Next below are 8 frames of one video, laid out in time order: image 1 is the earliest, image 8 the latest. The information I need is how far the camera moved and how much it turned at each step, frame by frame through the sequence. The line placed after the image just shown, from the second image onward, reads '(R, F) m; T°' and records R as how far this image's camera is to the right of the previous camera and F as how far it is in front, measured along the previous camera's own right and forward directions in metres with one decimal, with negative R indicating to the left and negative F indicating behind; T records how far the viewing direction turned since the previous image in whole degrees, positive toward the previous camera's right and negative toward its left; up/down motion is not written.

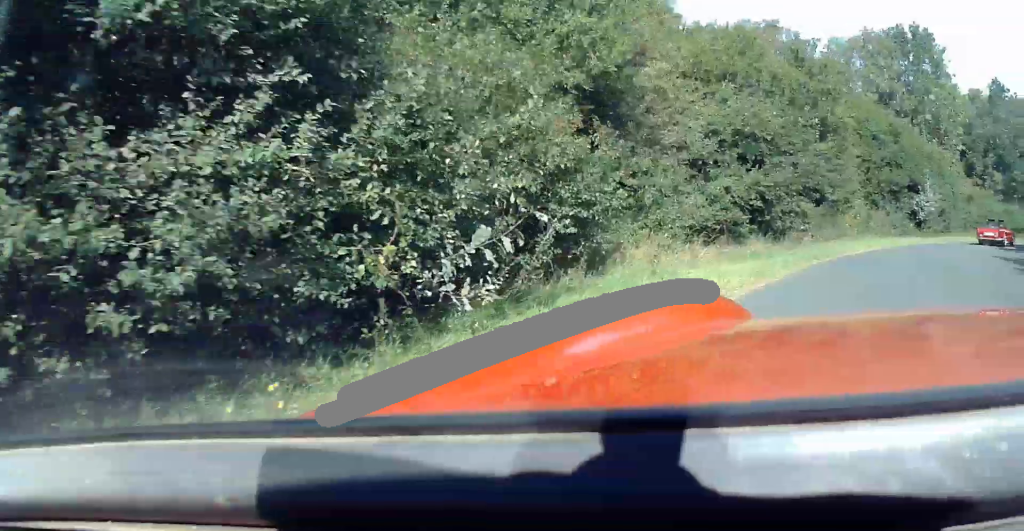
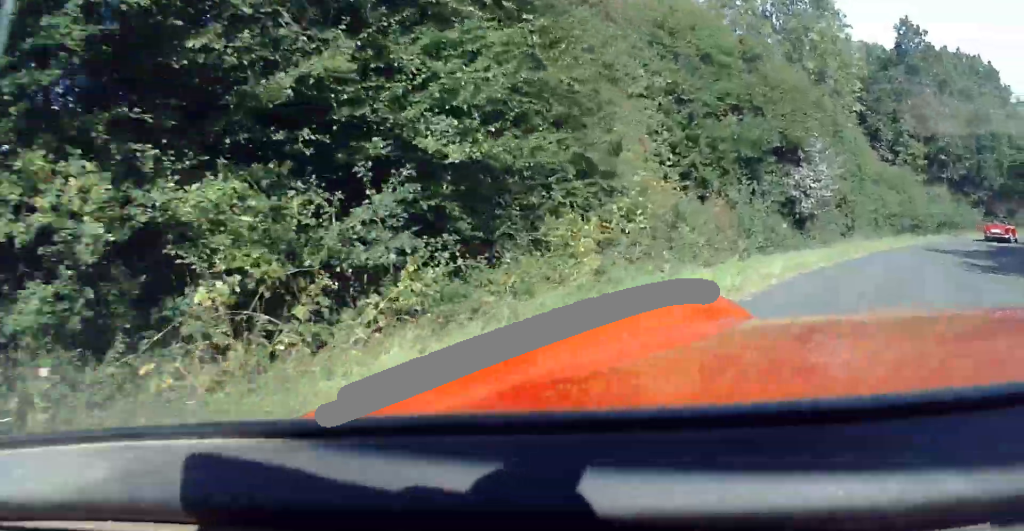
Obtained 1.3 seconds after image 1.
(+0.9, +15.4) m; +15°
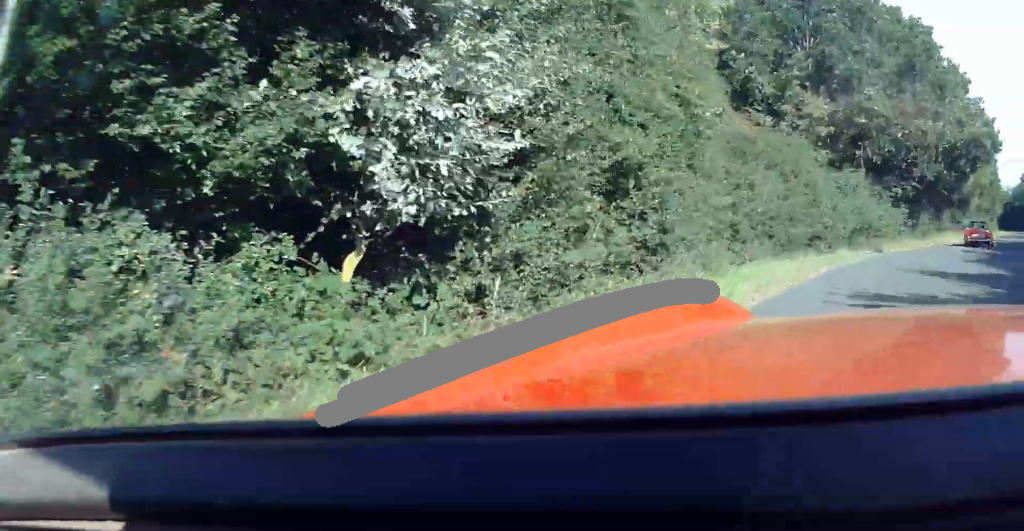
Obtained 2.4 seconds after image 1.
(+2.6, +12.2) m; +22°
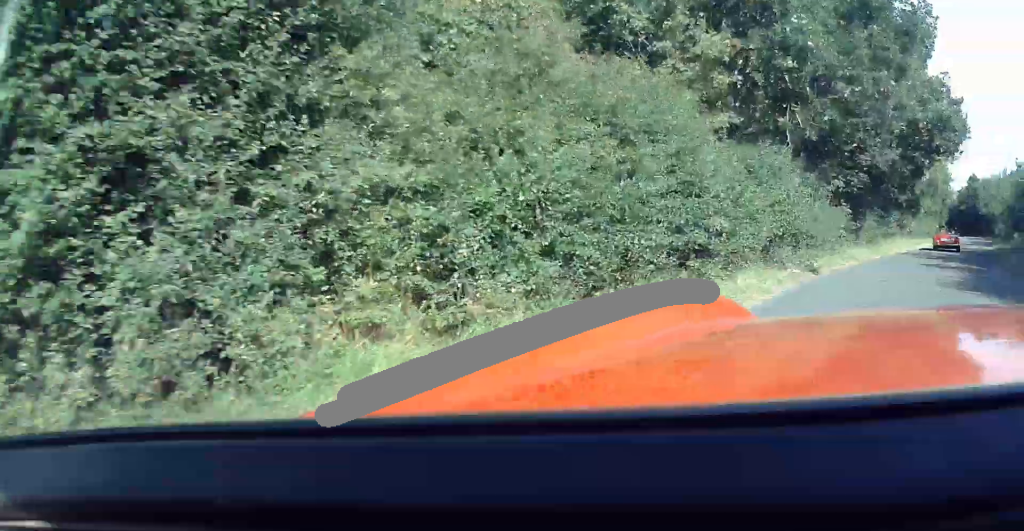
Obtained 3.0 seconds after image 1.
(+0.9, +7.1) m; +8°
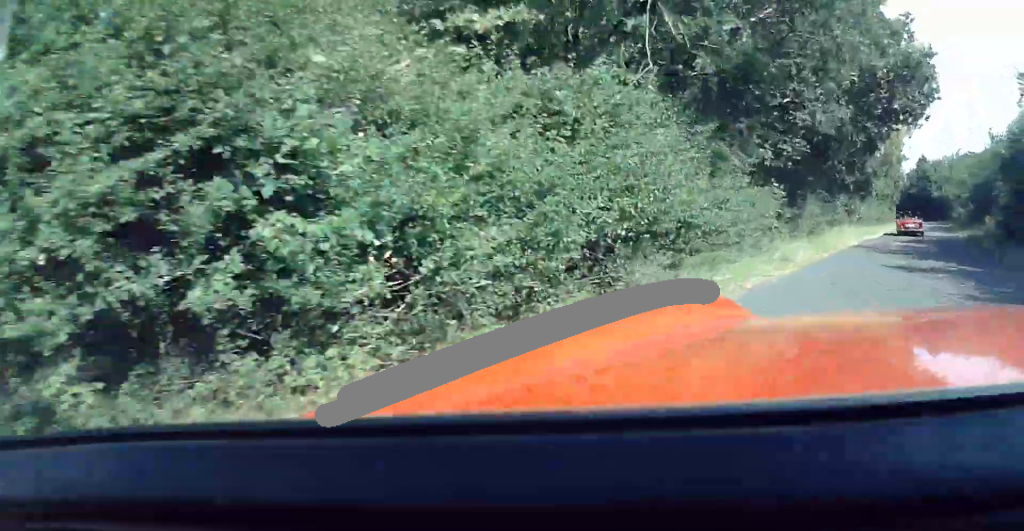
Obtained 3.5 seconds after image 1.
(0.0, +5.9) m; 0°
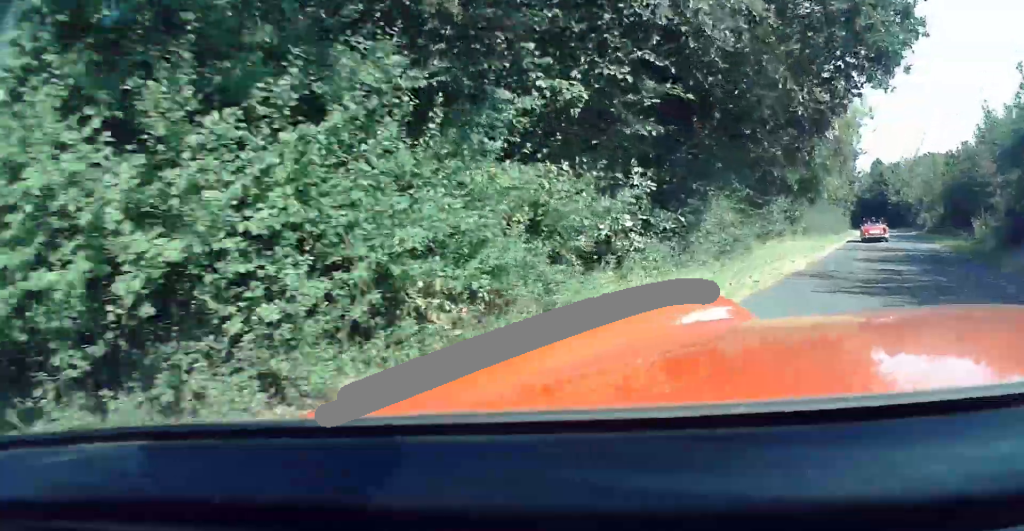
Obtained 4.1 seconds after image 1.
(0.0, +8.2) m; 0°
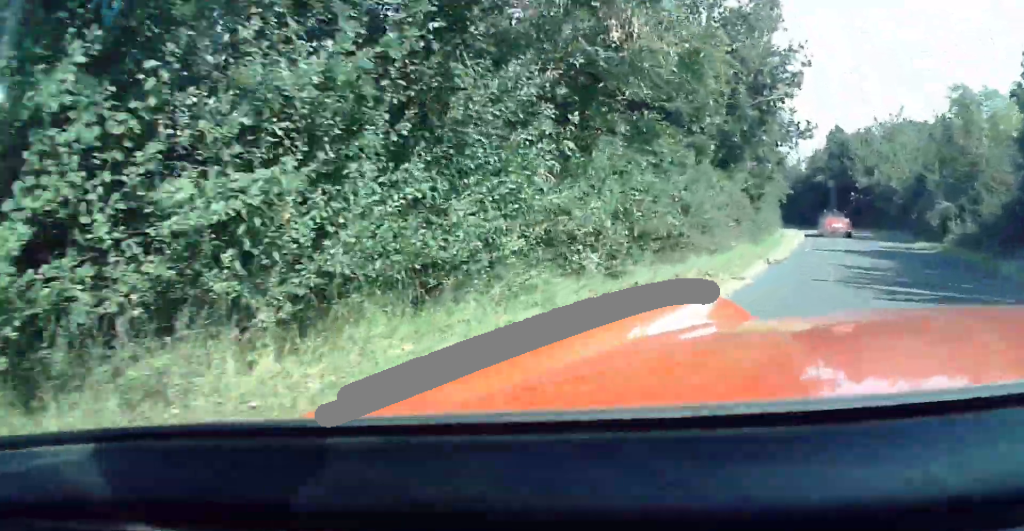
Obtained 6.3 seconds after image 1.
(0.0, +30.3) m; 0°
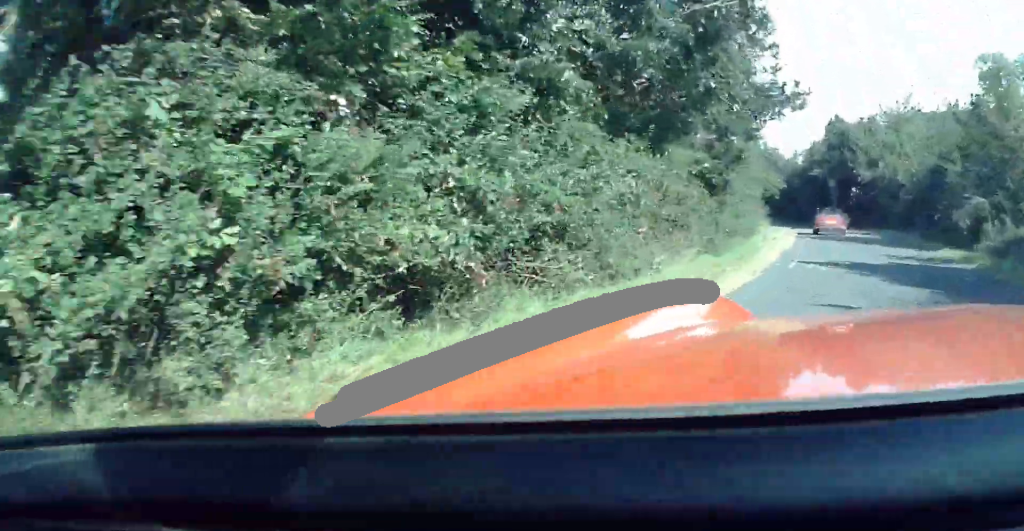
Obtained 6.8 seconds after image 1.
(0.0, +6.3) m; 0°
